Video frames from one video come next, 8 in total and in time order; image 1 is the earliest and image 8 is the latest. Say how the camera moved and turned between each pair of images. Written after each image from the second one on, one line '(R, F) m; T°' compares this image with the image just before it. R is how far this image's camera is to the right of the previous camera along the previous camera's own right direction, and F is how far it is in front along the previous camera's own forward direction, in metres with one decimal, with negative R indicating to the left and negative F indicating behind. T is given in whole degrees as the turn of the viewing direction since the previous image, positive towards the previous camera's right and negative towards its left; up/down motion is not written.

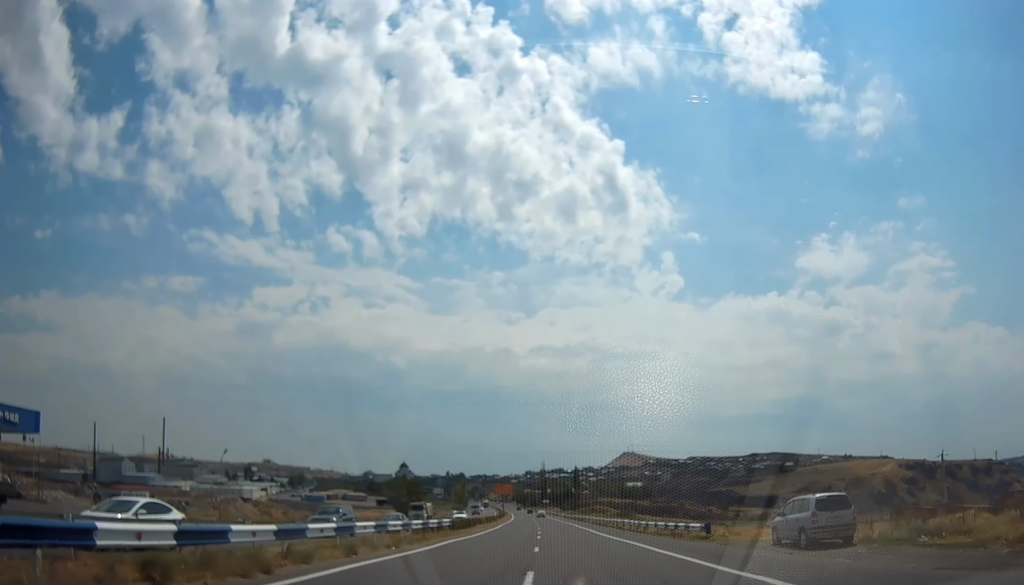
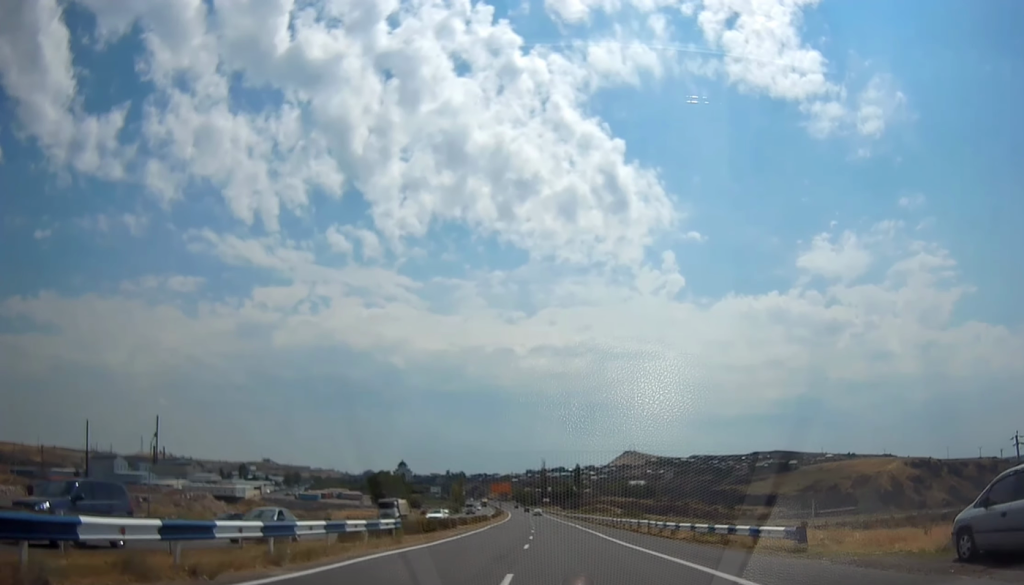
(0.0, +12.3) m; 0°
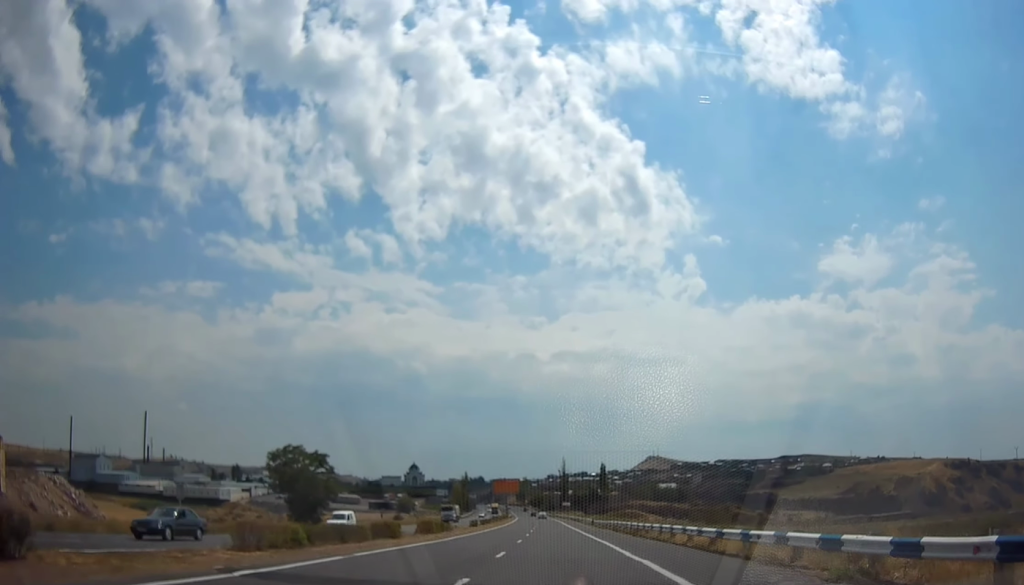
(-1.0, +46.1) m; -1°
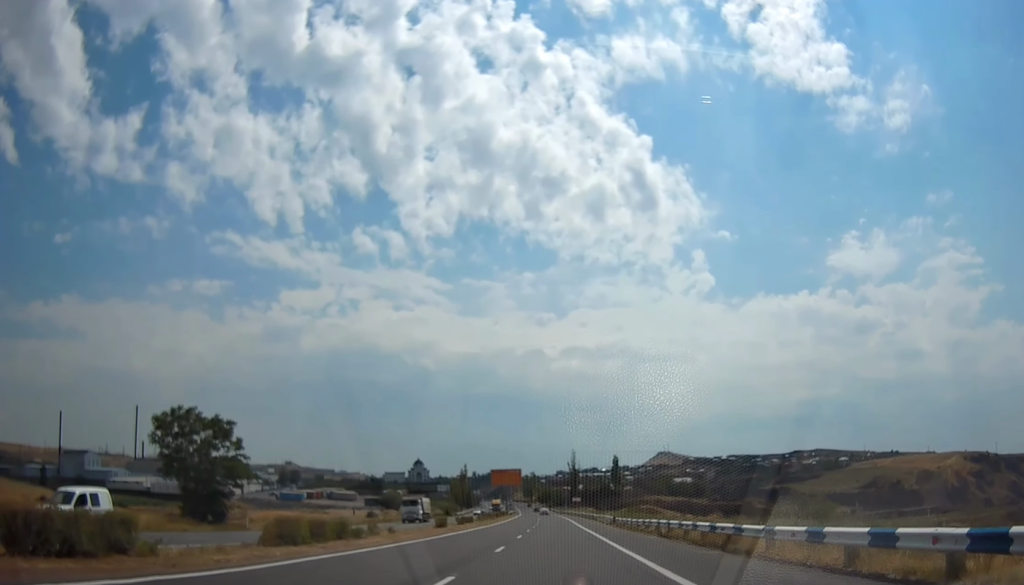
(+0.5, +23.1) m; +1°
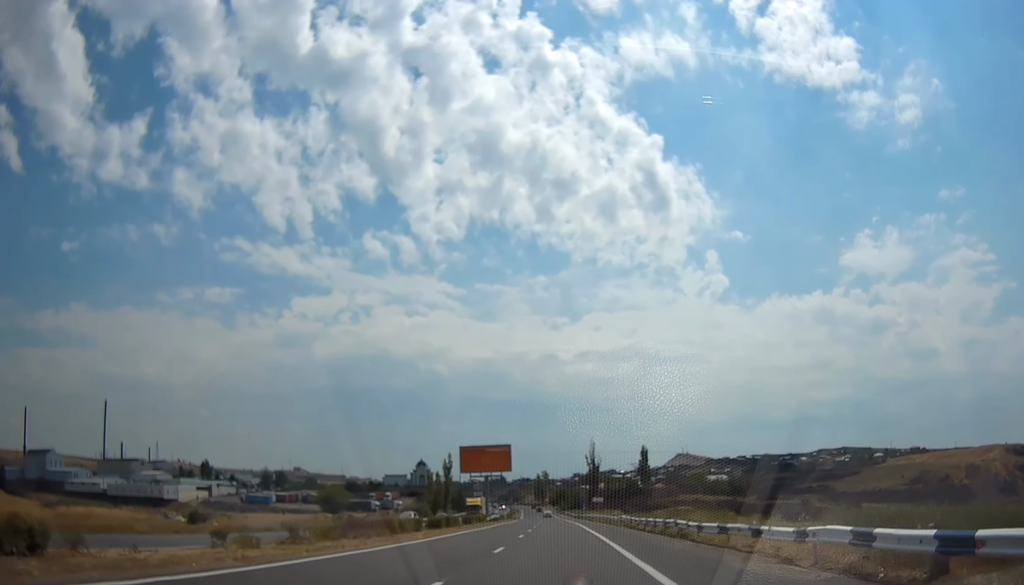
(-1.9, +55.4) m; -2°
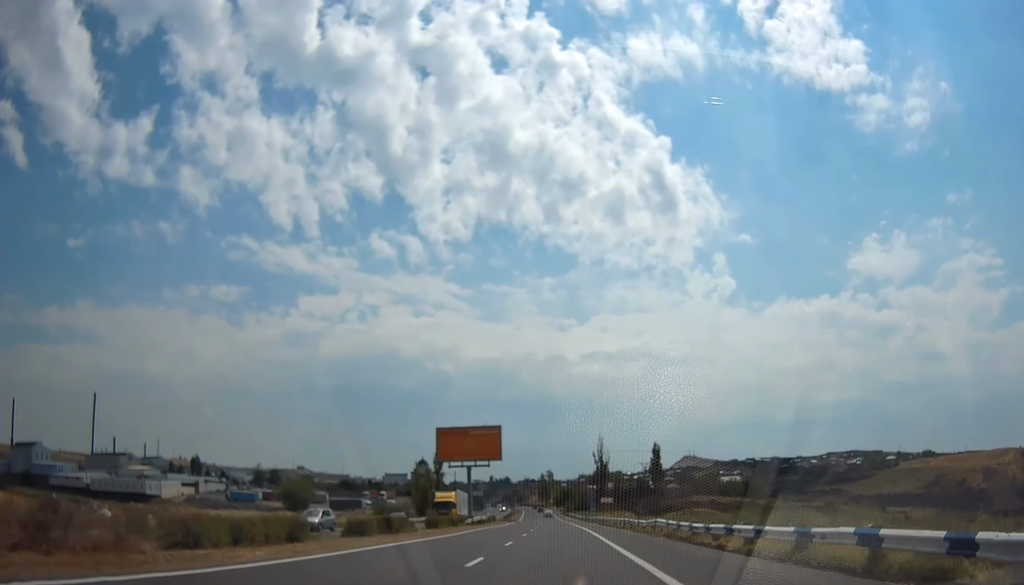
(+0.5, +18.3) m; 0°
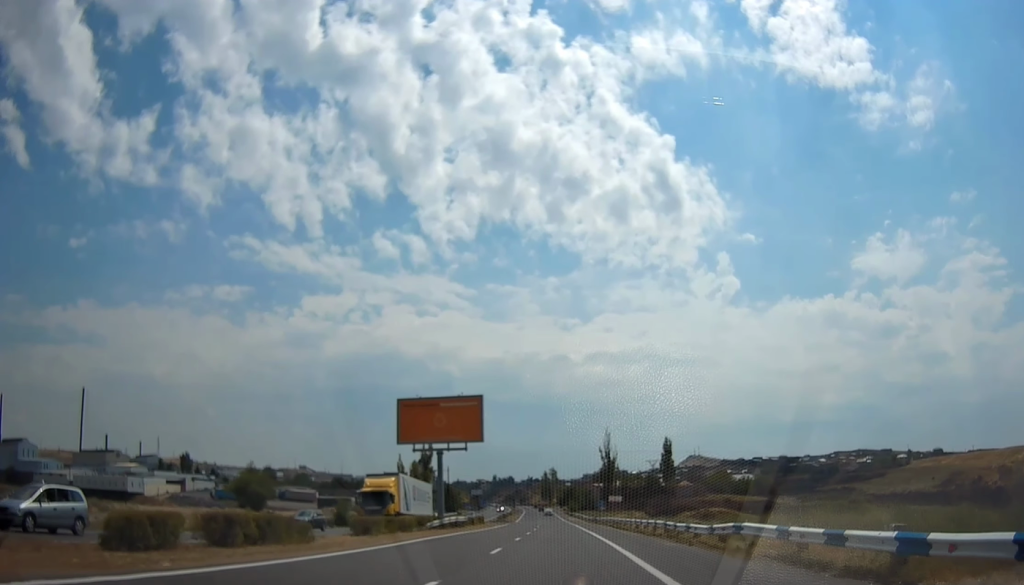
(-0.1, +16.6) m; -1°
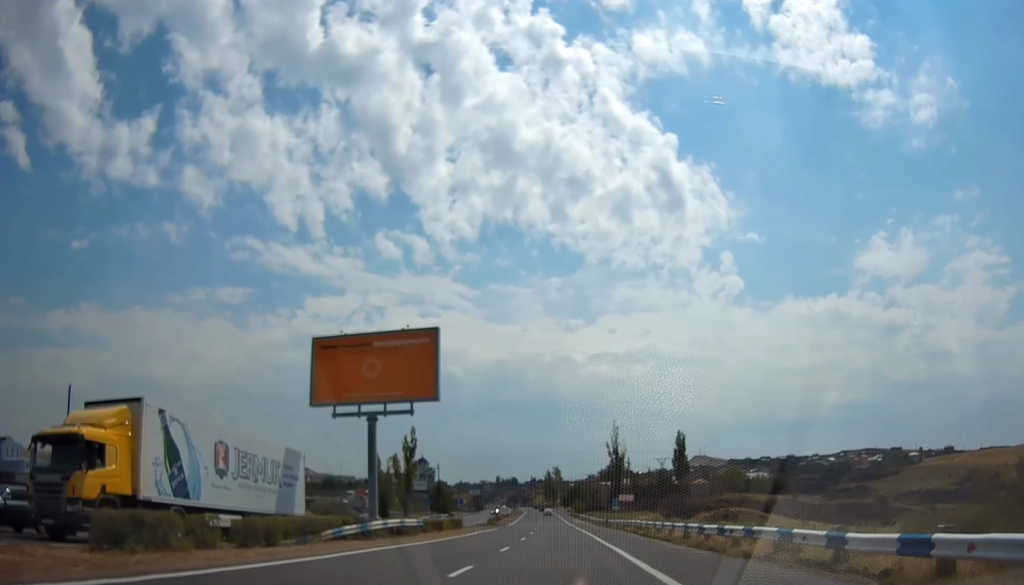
(-0.2, +17.9) m; -1°
